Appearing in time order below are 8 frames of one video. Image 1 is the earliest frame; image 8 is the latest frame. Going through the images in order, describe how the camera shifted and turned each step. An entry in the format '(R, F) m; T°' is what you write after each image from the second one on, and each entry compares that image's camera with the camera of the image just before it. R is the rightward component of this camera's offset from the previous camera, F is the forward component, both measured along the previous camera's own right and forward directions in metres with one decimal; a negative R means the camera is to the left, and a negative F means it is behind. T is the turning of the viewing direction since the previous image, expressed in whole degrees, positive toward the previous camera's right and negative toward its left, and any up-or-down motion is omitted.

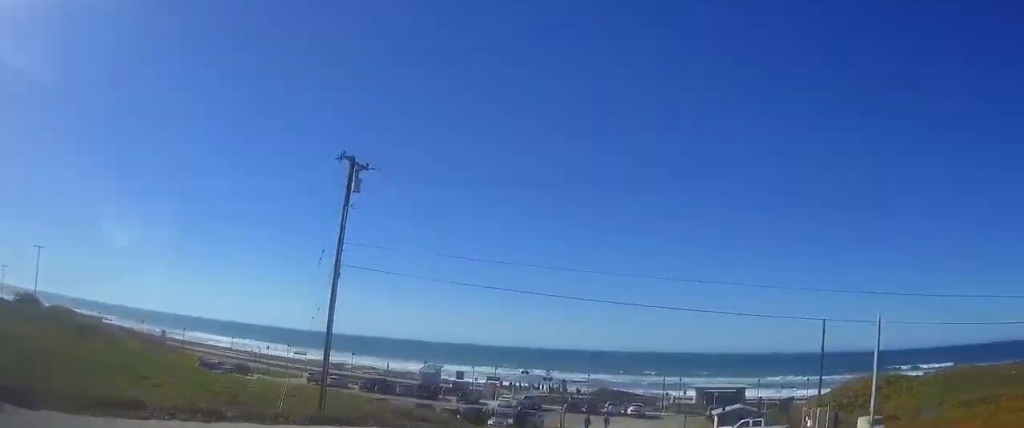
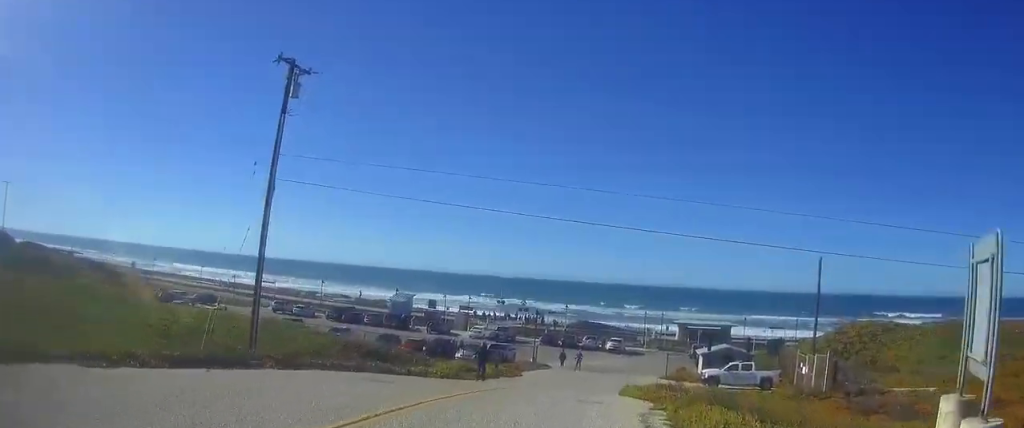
(-0.3, +4.3) m; -3°
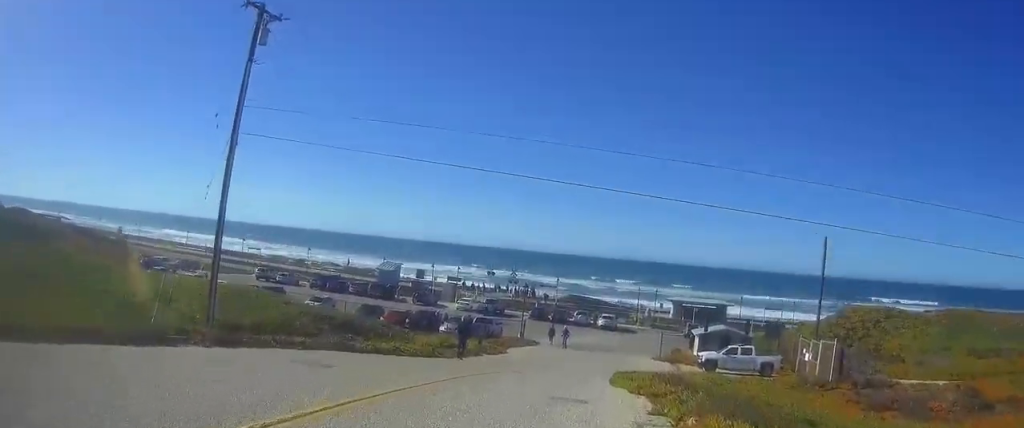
(0.0, +2.8) m; -1°
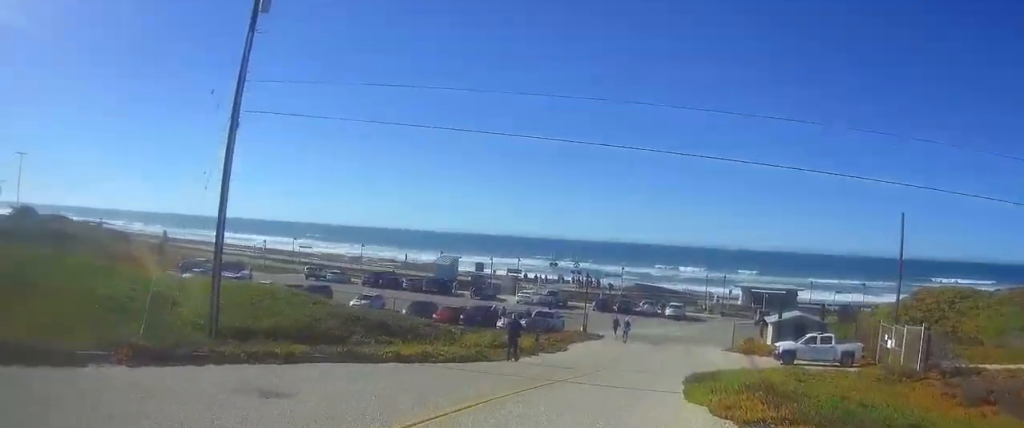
(0.0, +4.1) m; 0°
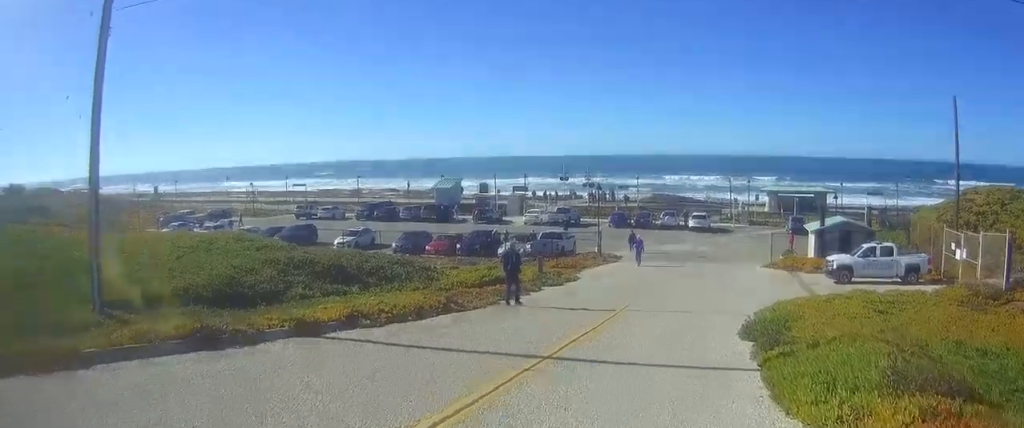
(0.0, +8.0) m; 0°
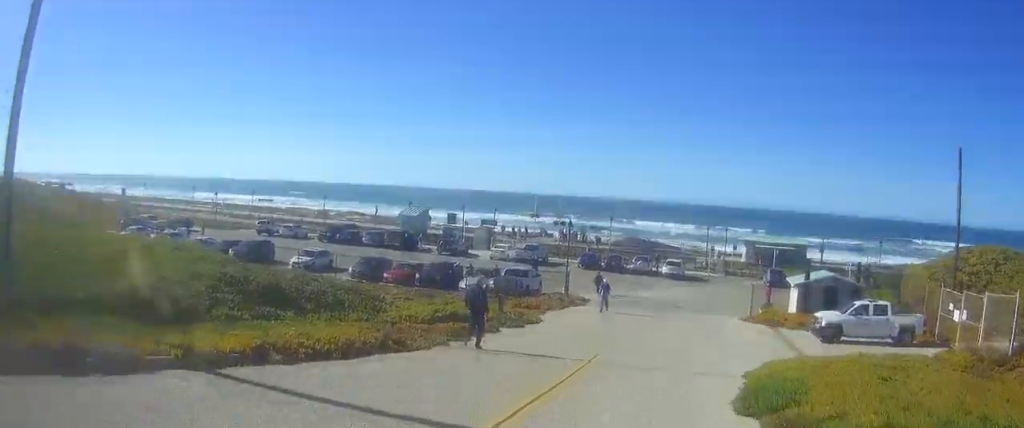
(0.0, +3.6) m; 0°
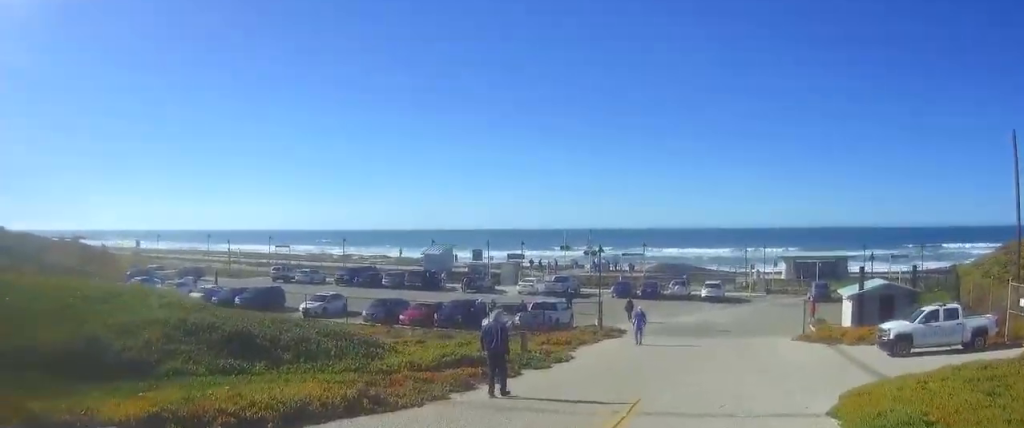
(0.0, +4.6) m; +1°
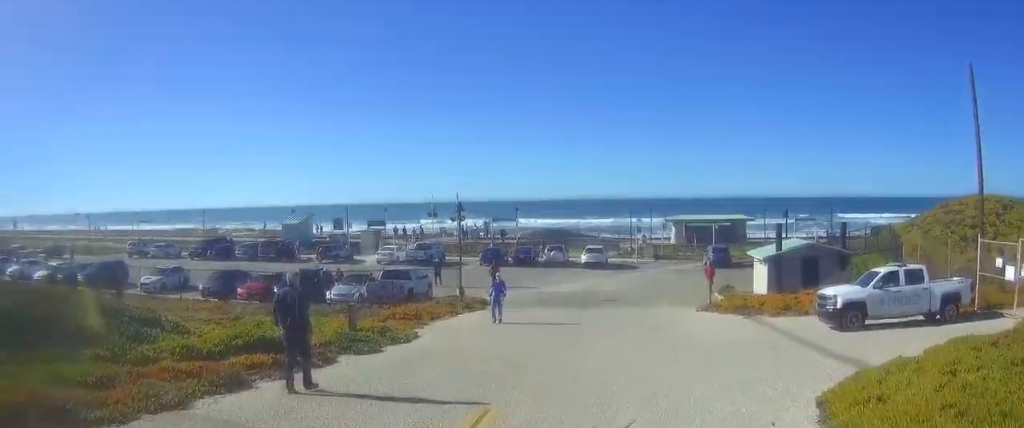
(0.0, +5.5) m; 0°
